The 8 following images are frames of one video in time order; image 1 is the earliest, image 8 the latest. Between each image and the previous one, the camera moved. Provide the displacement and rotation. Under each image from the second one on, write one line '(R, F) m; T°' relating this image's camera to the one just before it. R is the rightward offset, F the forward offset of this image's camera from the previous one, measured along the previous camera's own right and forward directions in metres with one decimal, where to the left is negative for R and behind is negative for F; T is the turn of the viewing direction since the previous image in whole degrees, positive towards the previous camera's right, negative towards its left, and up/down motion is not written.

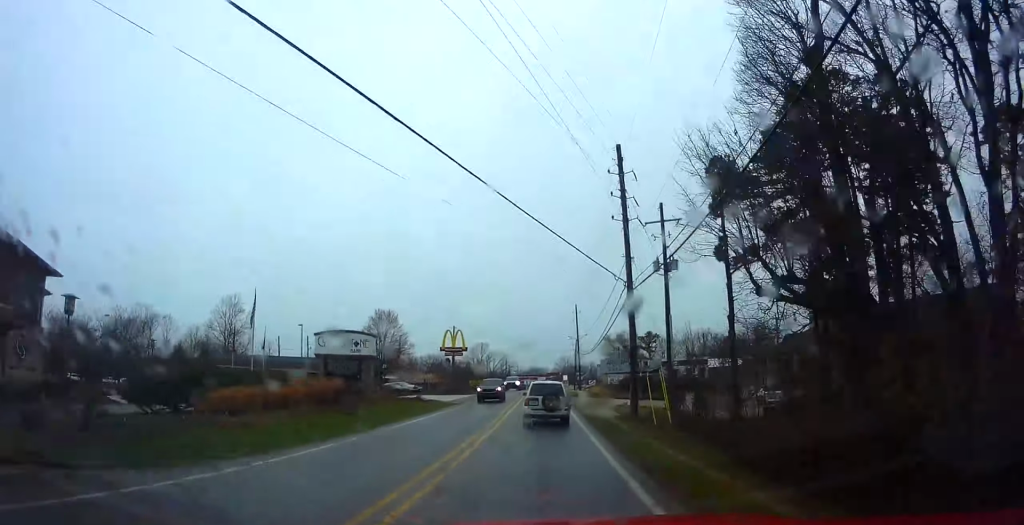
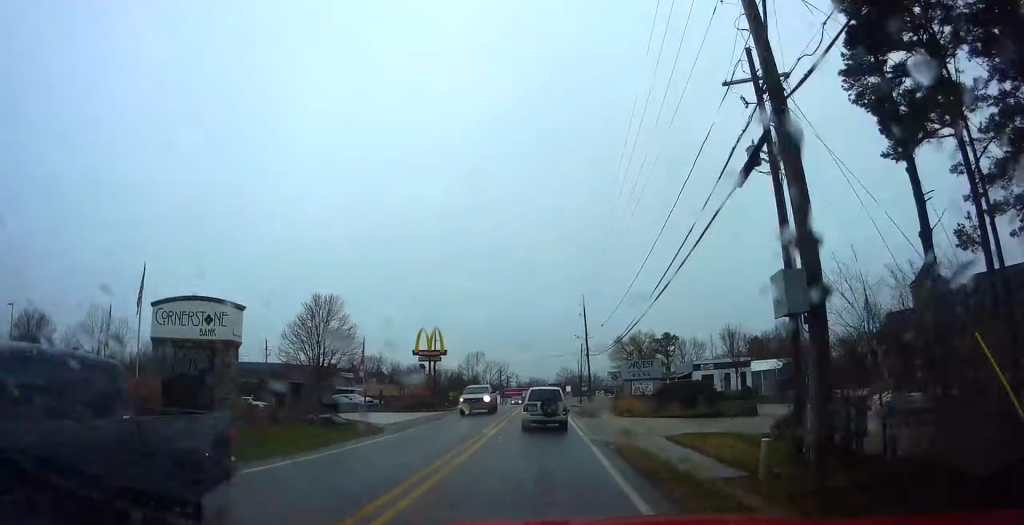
(-0.5, +19.2) m; -1°
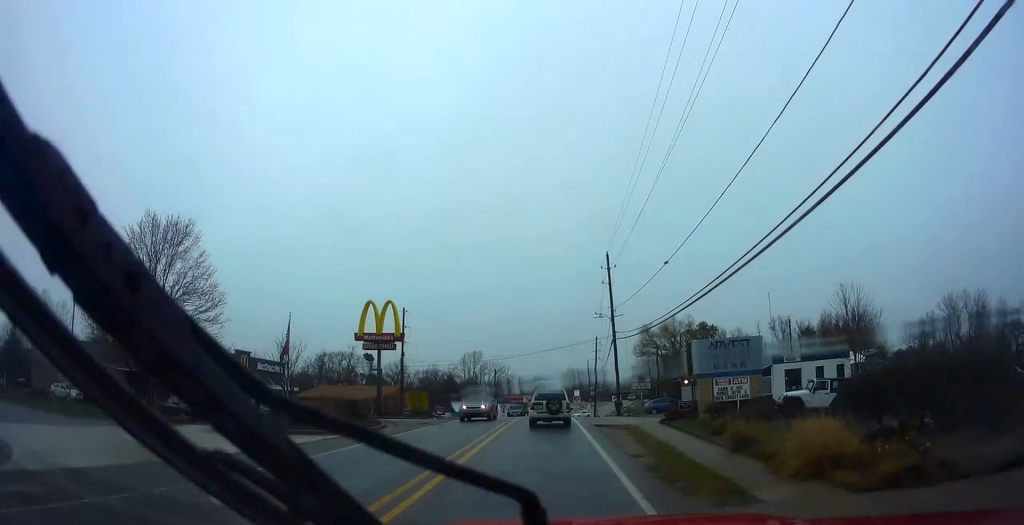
(+0.1, +25.5) m; +1°
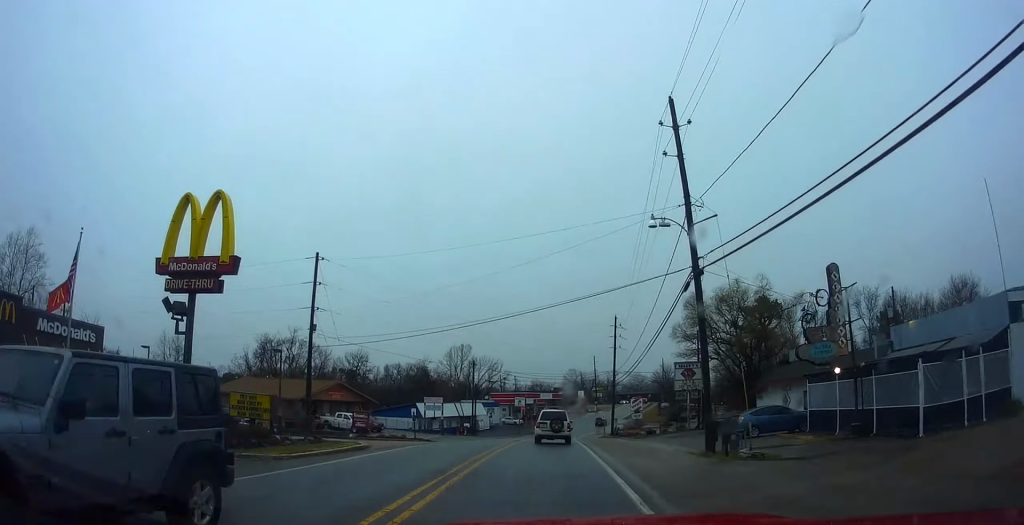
(+0.7, +30.6) m; +1°
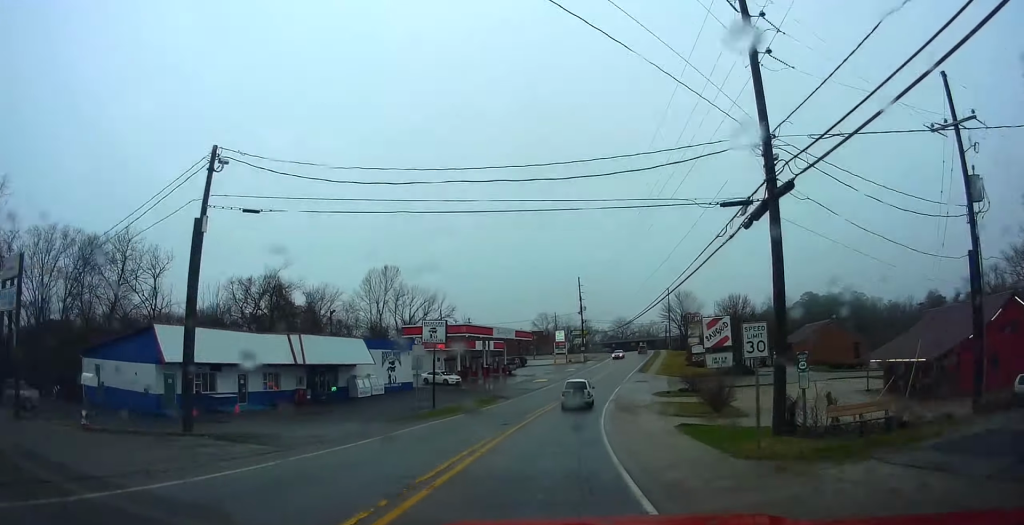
(+0.7, +53.7) m; +4°
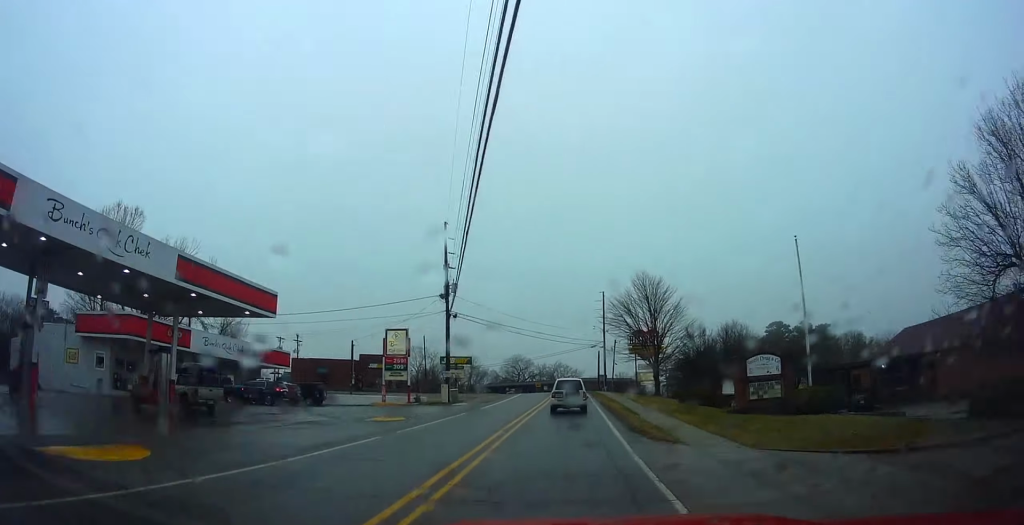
(+3.9, +48.4) m; +7°
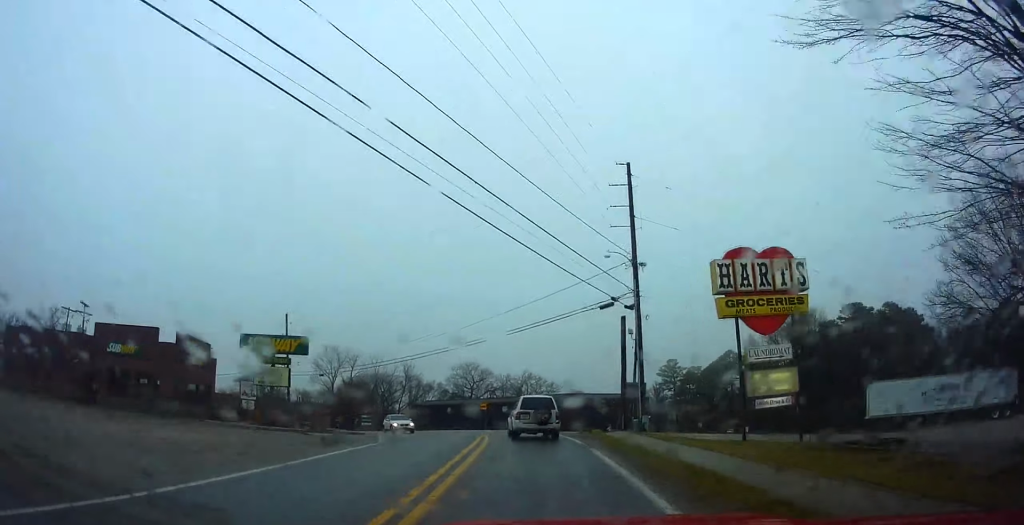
(+1.2, +51.1) m; -3°
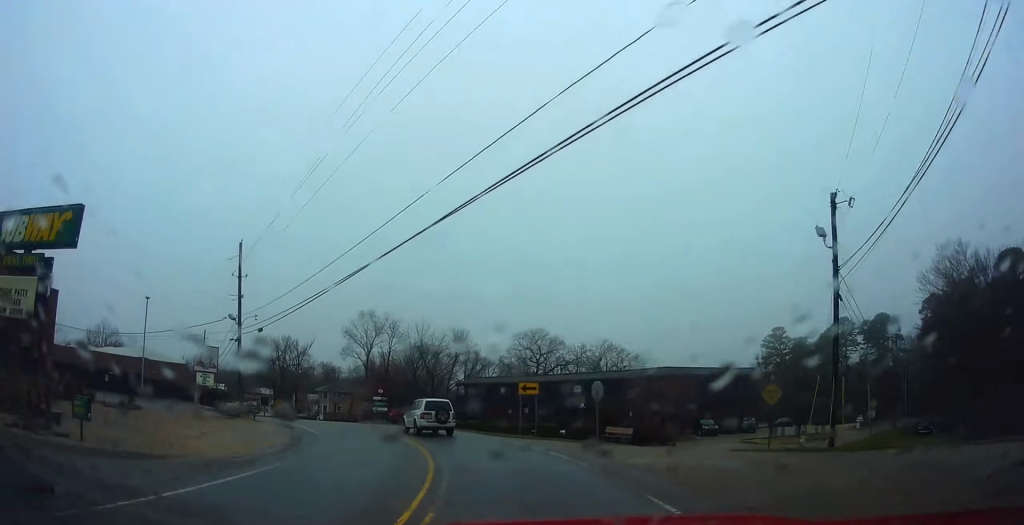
(-0.5, +29.2) m; -13°
